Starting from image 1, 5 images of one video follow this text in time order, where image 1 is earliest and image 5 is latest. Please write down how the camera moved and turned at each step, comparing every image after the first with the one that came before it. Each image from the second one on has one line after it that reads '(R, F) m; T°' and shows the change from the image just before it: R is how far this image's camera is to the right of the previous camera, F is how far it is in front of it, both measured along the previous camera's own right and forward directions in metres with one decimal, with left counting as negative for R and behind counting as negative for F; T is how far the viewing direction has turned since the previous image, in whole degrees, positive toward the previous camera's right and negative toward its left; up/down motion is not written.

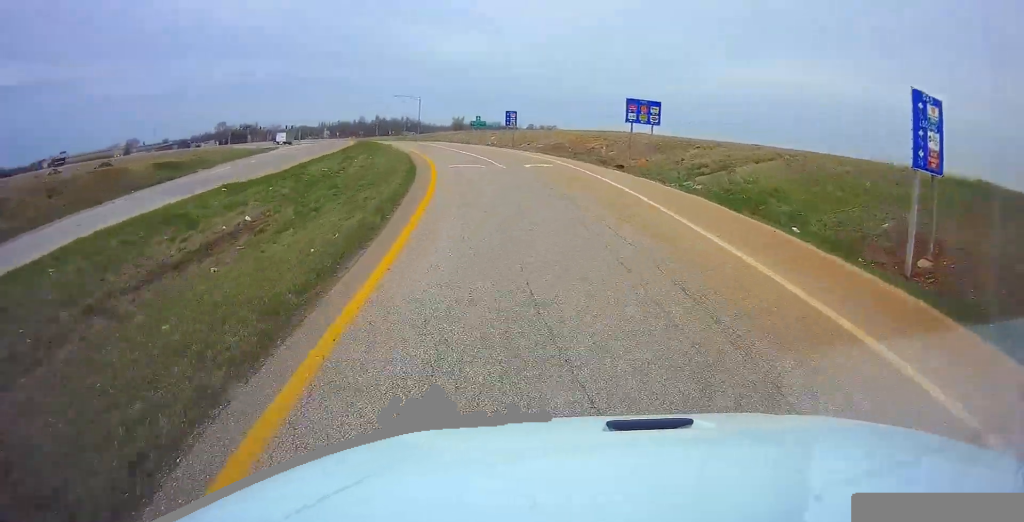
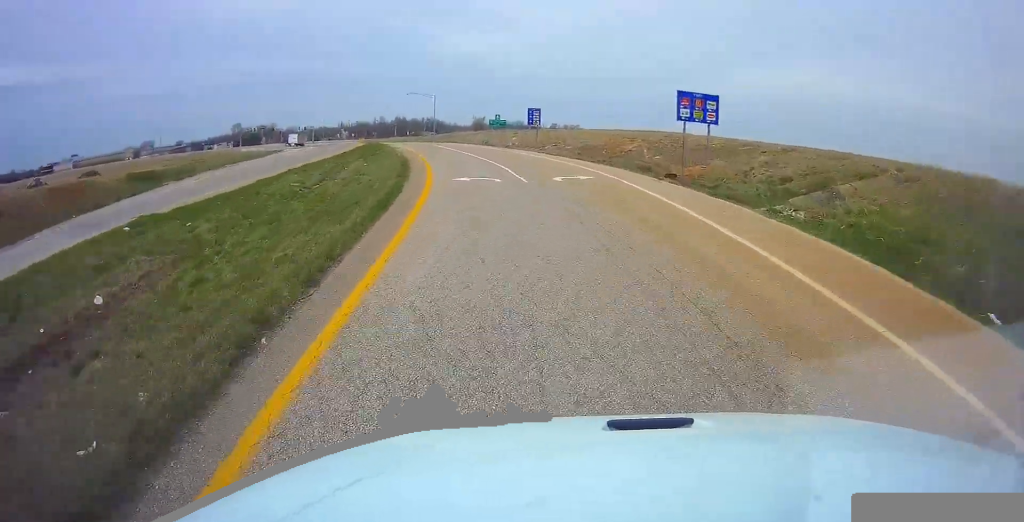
(+0.1, +8.4) m; -2°
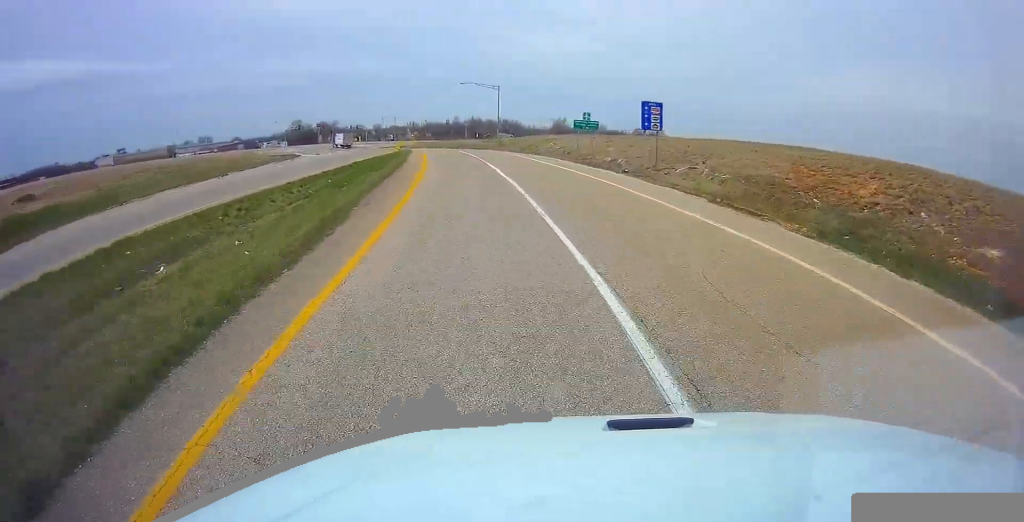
(-1.9, +26.3) m; -8°
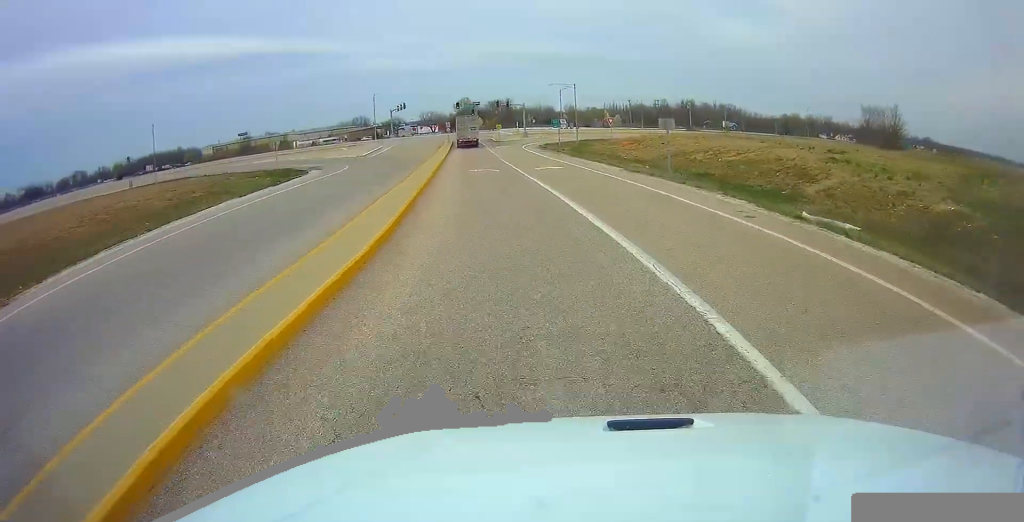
(-10.7, +74.6) m; -16°
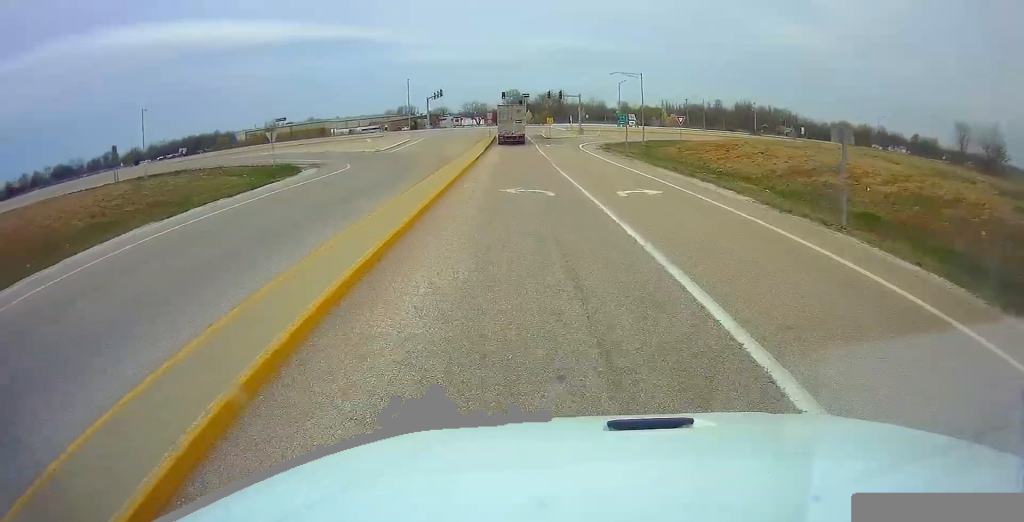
(-0.3, +12.3) m; -2°
